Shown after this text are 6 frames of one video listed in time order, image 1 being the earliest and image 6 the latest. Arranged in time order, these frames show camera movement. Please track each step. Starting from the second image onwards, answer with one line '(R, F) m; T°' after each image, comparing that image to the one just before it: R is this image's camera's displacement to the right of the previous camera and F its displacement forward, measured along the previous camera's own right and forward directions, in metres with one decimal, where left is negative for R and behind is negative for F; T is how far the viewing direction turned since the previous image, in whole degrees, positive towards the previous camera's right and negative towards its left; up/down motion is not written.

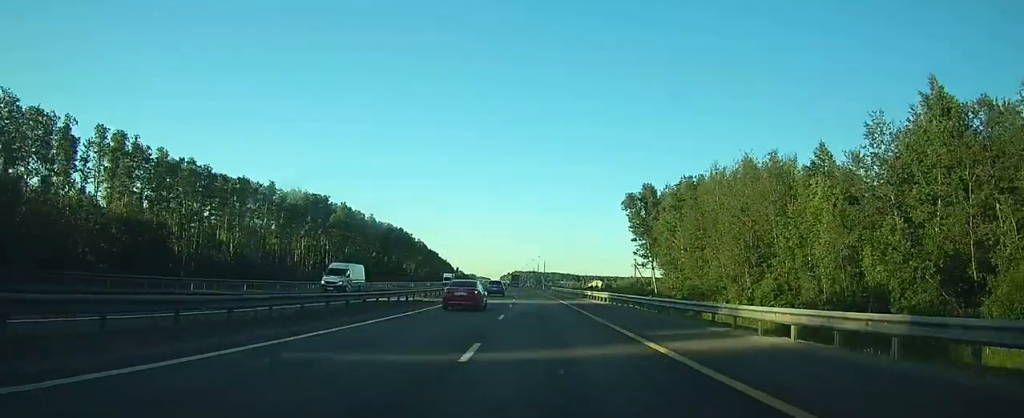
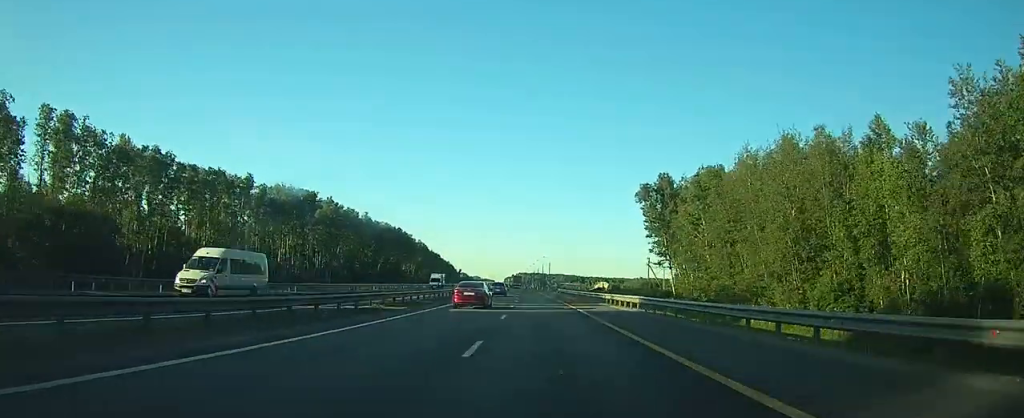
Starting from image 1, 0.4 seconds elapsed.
(0.0, +11.2) m; 0°
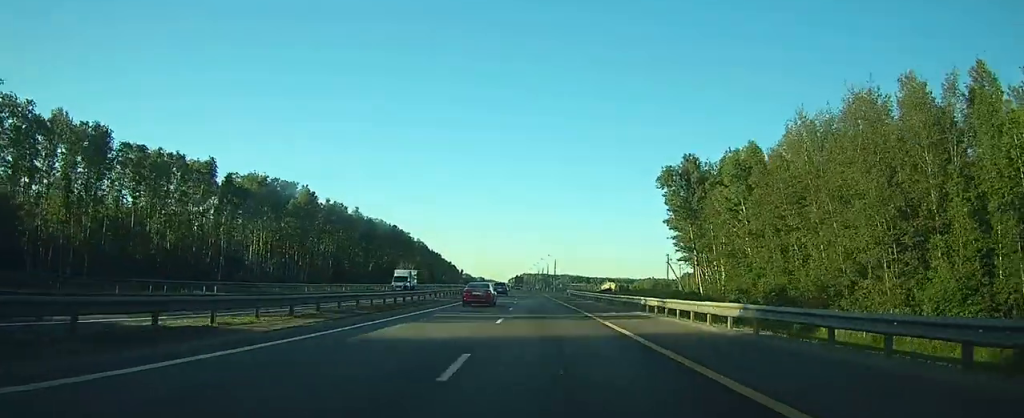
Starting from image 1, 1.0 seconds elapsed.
(-0.1, +14.7) m; 0°
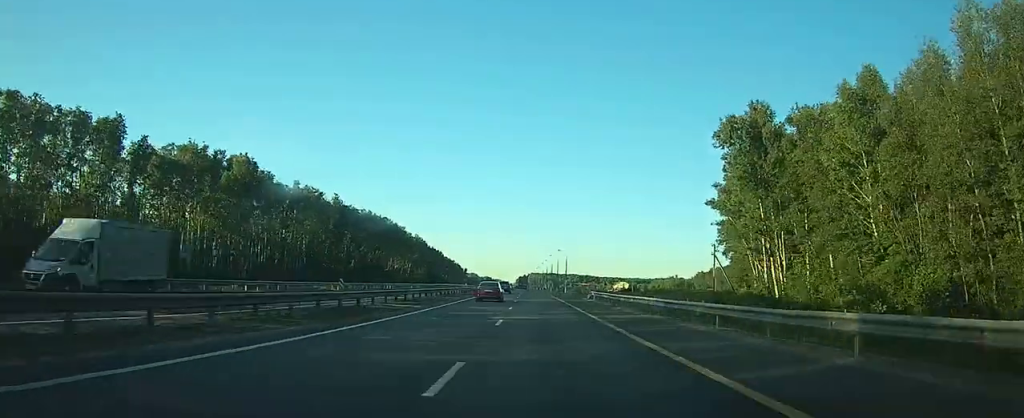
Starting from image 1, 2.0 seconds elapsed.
(-0.1, +25.2) m; -1°
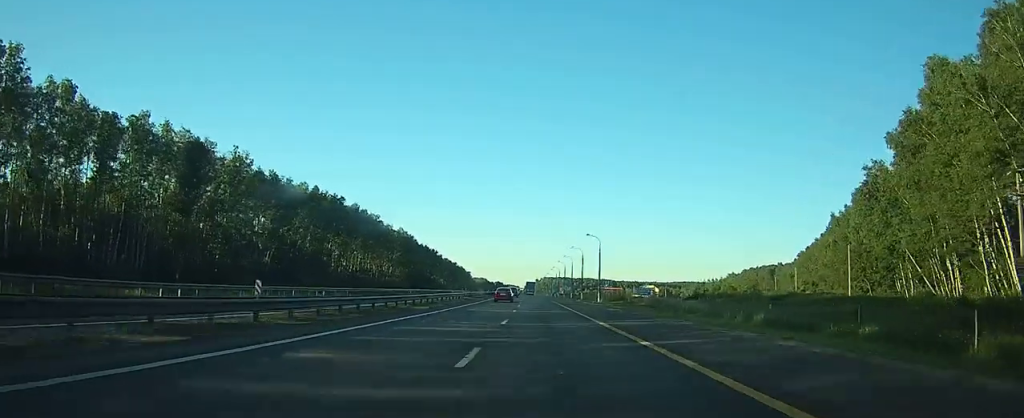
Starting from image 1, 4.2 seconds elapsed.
(-0.5, +57.5) m; -1°
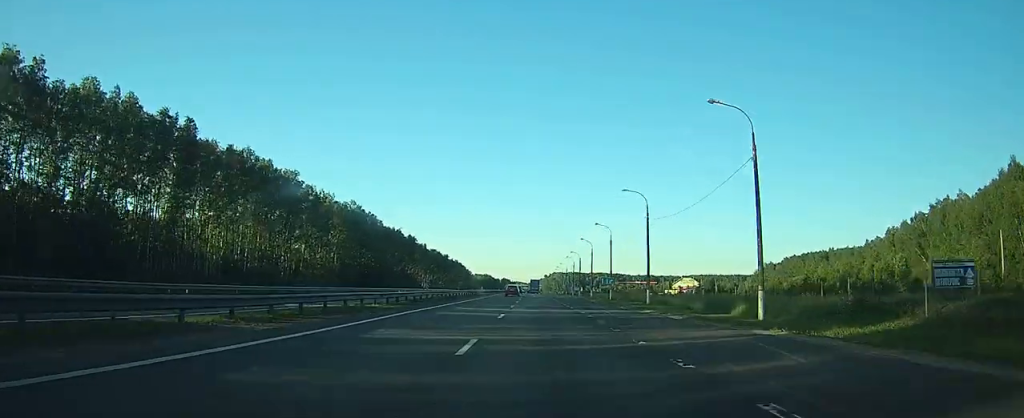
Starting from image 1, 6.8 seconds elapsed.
(-1.0, +71.2) m; -1°
